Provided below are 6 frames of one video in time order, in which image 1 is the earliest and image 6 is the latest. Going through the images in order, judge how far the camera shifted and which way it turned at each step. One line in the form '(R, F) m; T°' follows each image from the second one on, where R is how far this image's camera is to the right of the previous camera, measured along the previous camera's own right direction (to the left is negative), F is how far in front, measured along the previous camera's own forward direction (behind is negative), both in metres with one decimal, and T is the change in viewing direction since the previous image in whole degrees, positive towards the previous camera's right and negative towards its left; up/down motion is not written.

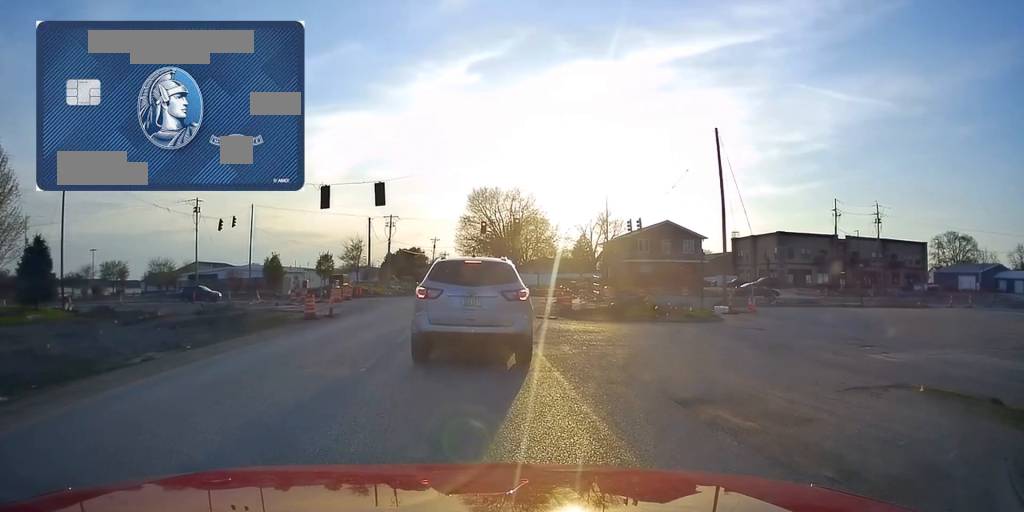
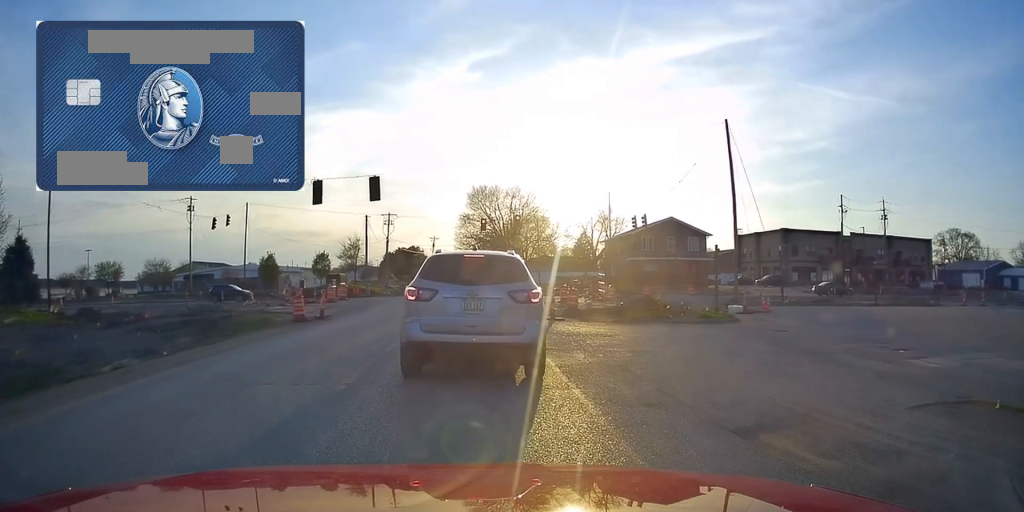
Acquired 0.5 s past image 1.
(0.0, +1.4) m; 0°
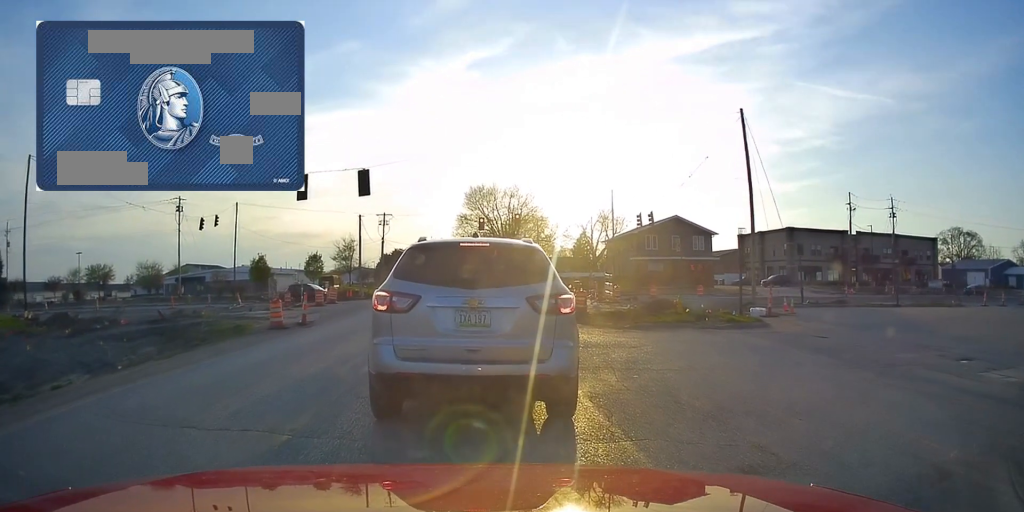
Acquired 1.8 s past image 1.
(0.0, +1.8) m; 0°
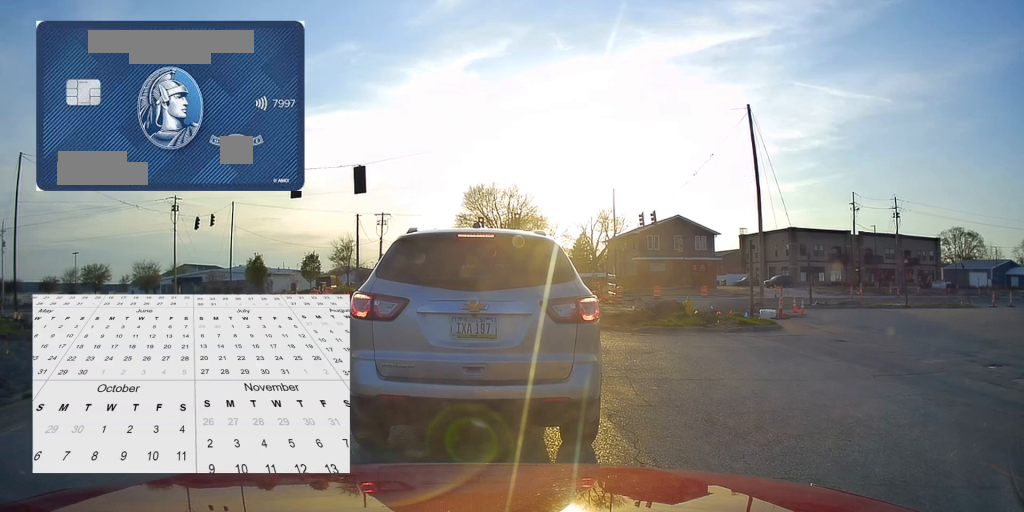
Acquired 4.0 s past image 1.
(0.0, +0.7) m; 0°
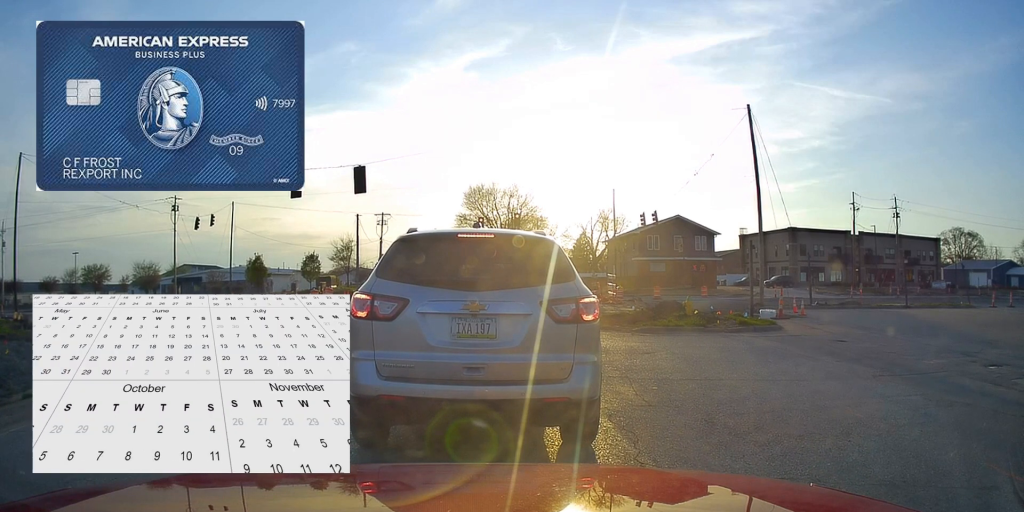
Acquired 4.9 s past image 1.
(0.0, 0.0) m; 0°
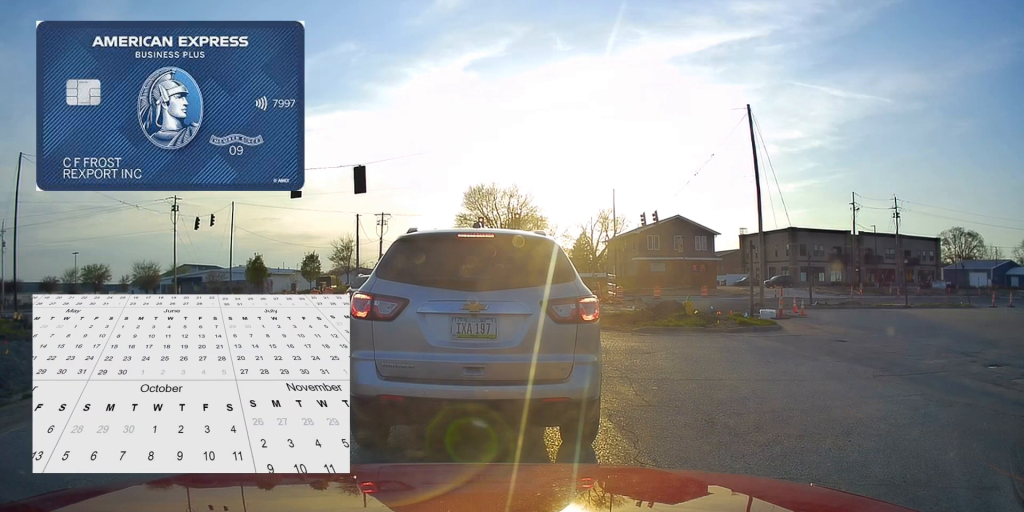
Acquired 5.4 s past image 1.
(0.0, 0.0) m; 0°
